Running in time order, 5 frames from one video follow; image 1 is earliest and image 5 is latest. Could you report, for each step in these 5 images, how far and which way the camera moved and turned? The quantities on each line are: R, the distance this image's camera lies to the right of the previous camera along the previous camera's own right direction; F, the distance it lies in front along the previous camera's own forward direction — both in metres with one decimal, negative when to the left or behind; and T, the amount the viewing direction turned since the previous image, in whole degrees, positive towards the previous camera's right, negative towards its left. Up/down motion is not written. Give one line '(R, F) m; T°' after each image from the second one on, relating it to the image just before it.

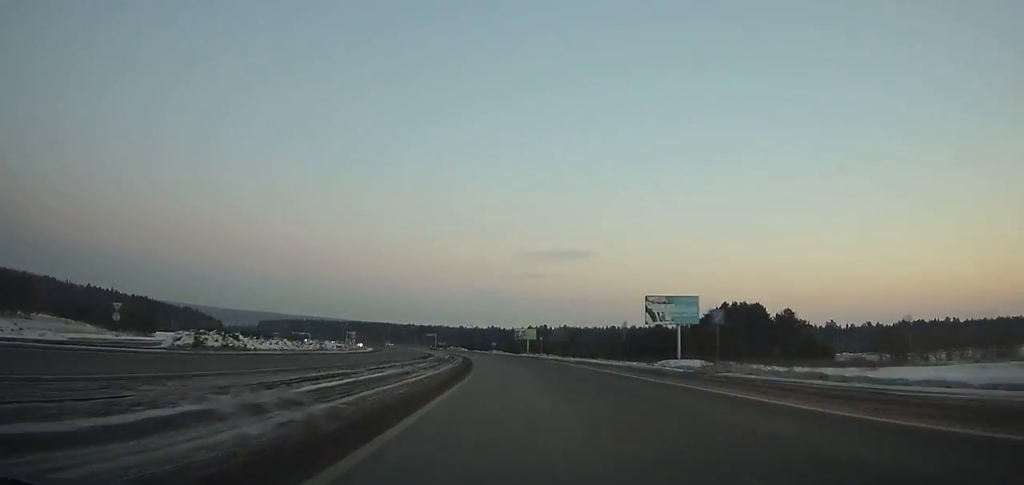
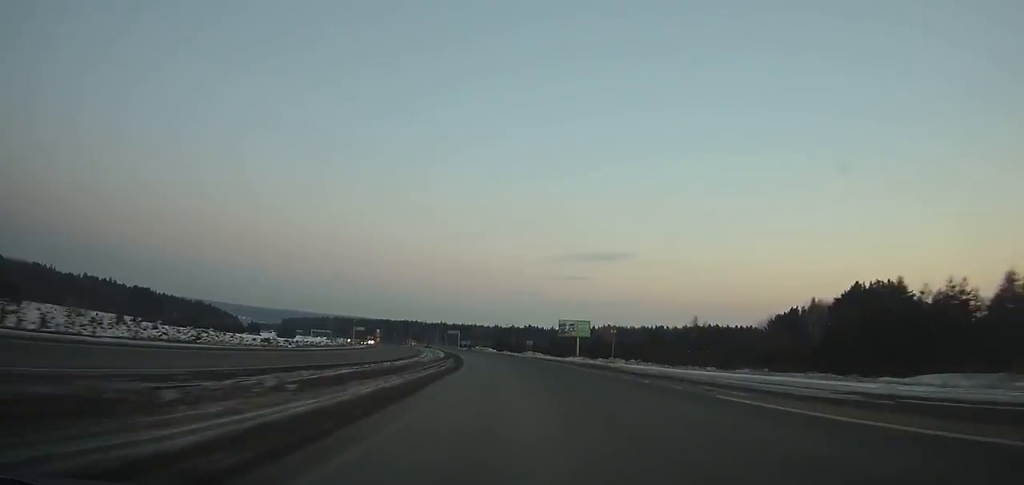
(-1.5, +49.7) m; -4°
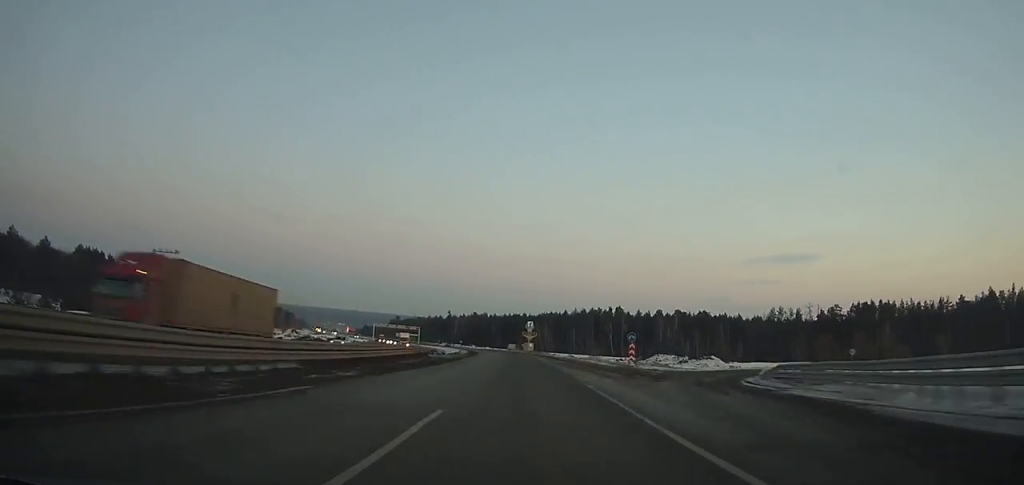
(-55.9, +308.3) m; -16°
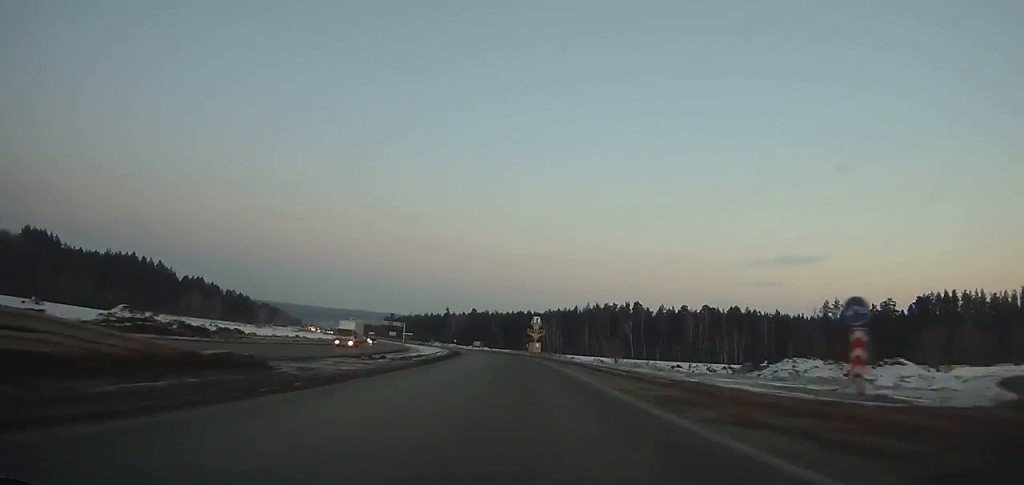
(-0.3, +35.7) m; -2°
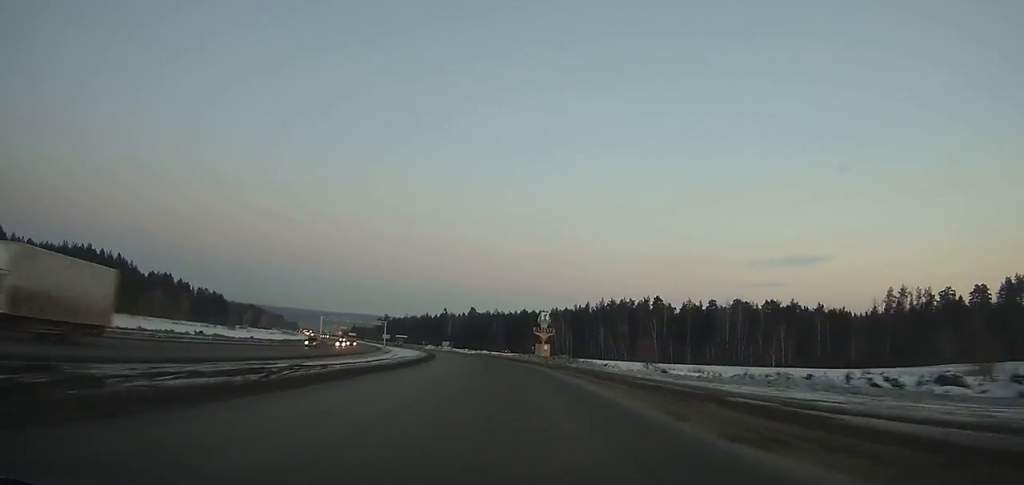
(+0.1, +33.0) m; -2°
